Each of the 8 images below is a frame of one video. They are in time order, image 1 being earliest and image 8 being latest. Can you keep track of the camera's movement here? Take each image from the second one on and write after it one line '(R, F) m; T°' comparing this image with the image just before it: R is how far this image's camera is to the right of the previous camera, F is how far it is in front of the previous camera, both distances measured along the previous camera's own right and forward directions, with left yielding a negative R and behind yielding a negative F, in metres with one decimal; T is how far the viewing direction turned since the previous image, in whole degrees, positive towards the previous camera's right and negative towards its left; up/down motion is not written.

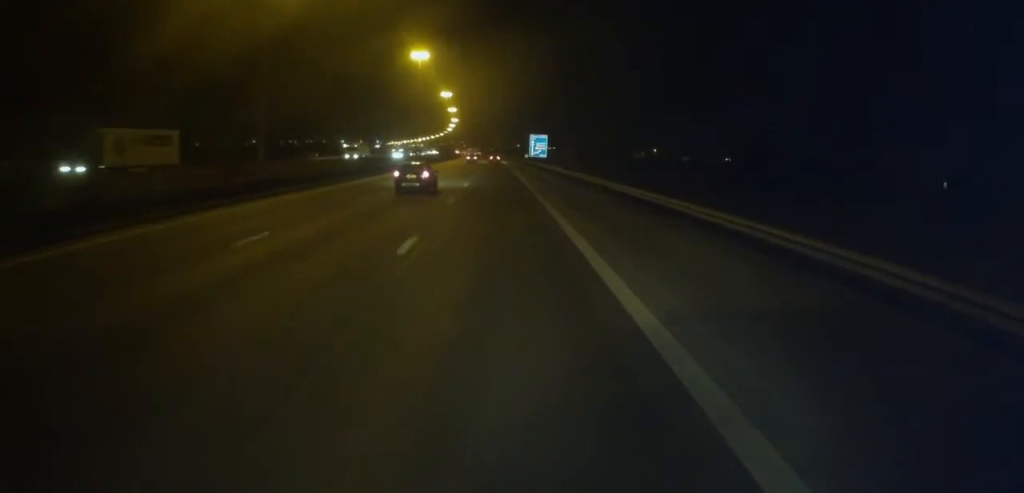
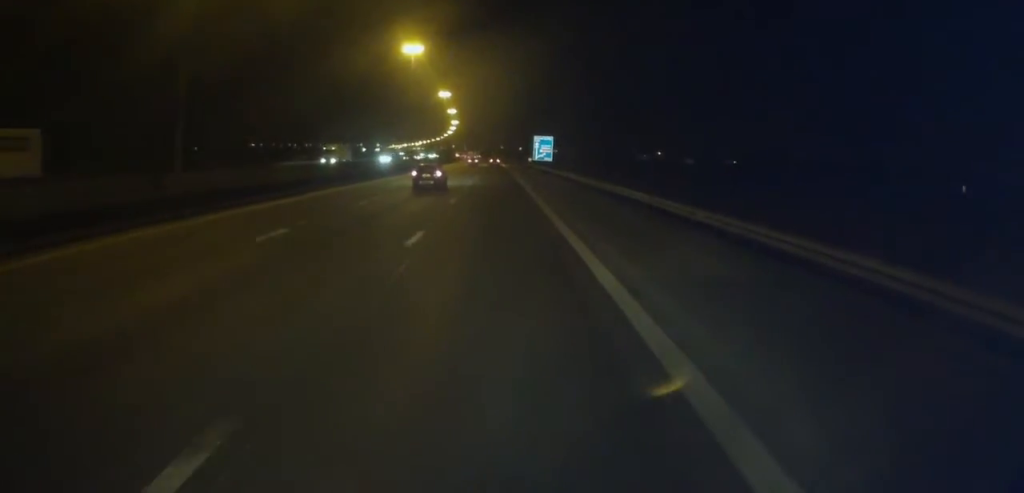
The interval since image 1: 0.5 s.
(0.0, +10.9) m; 0°
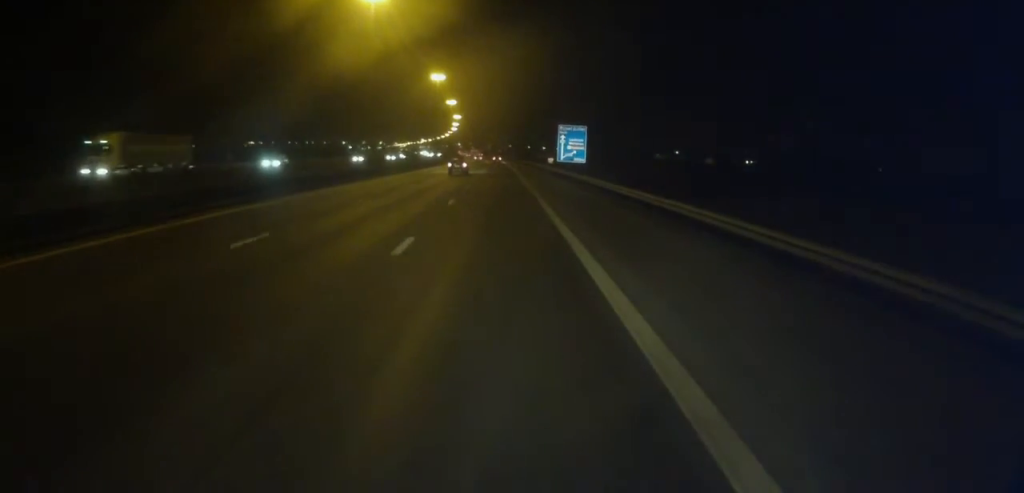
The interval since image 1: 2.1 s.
(0.0, +39.1) m; 0°
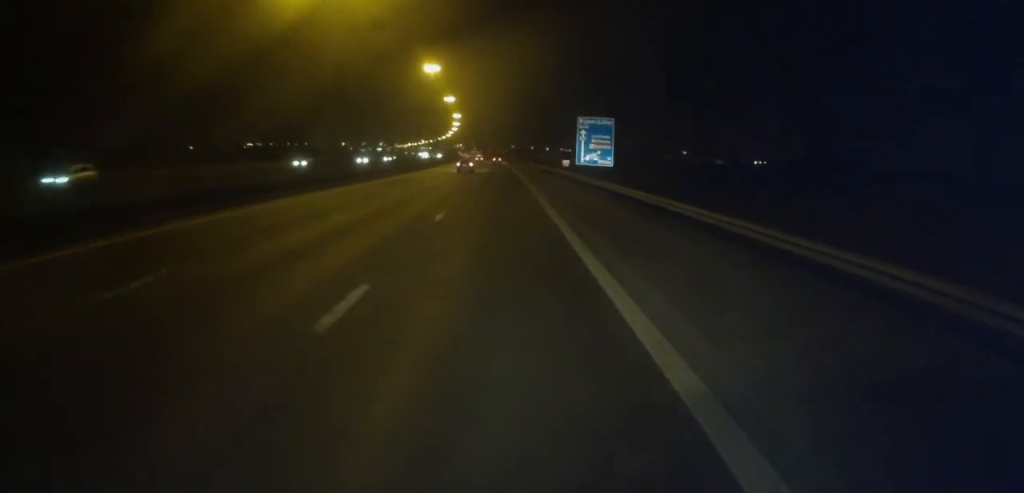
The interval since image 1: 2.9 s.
(0.0, +18.0) m; -1°
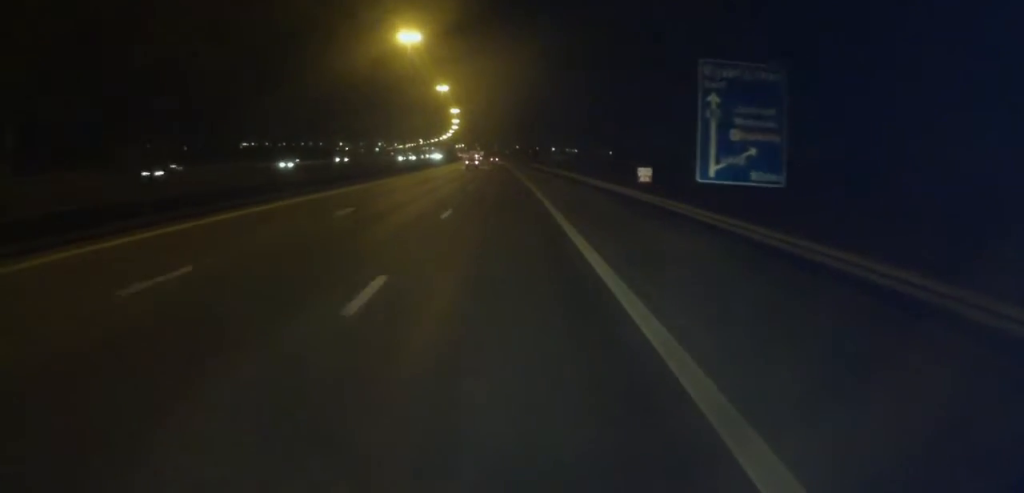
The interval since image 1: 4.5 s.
(-0.4, +36.7) m; 0°
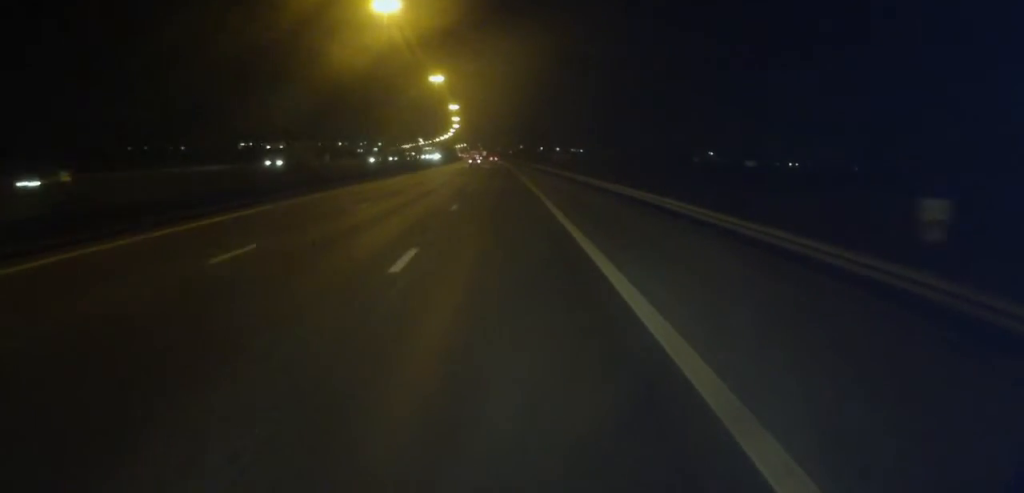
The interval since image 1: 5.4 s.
(+0.4, +22.0) m; 0°
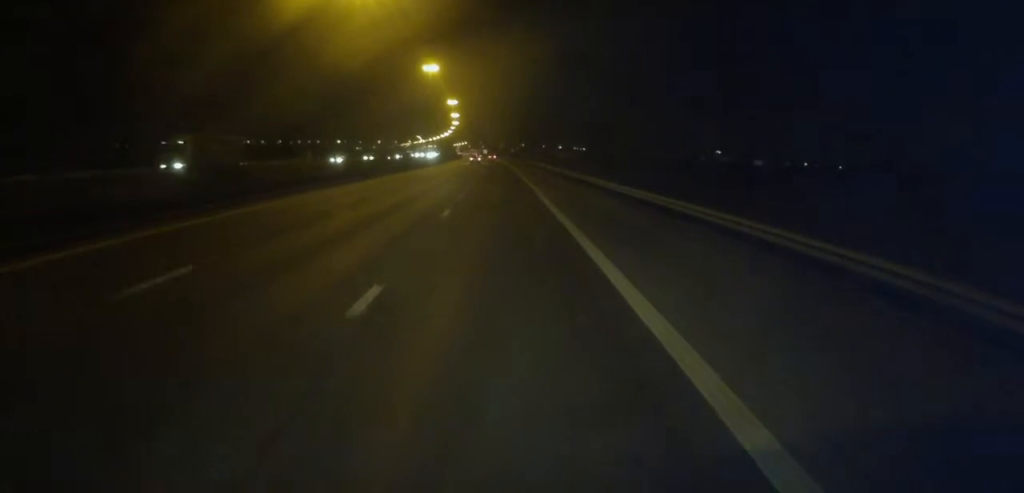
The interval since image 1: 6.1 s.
(0.0, +15.8) m; -1°
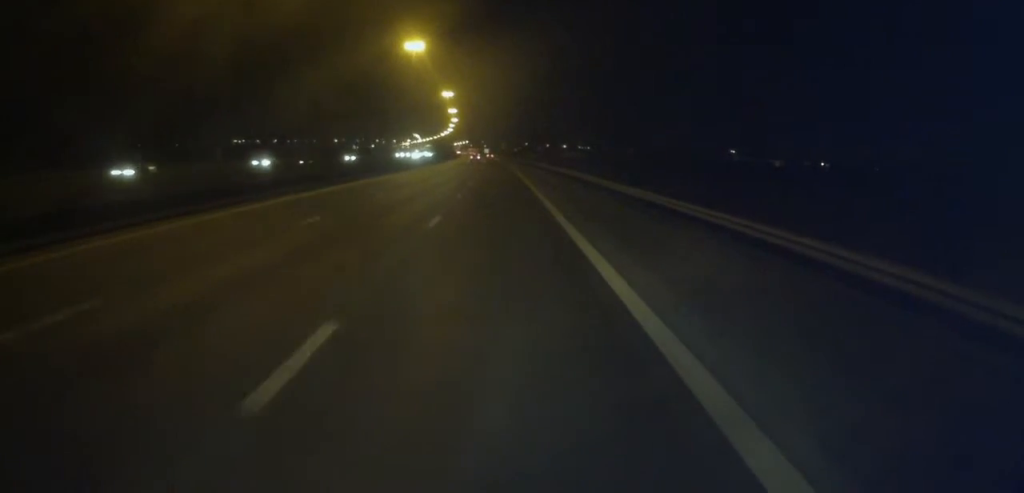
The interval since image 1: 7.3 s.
(-0.6, +28.5) m; -1°
